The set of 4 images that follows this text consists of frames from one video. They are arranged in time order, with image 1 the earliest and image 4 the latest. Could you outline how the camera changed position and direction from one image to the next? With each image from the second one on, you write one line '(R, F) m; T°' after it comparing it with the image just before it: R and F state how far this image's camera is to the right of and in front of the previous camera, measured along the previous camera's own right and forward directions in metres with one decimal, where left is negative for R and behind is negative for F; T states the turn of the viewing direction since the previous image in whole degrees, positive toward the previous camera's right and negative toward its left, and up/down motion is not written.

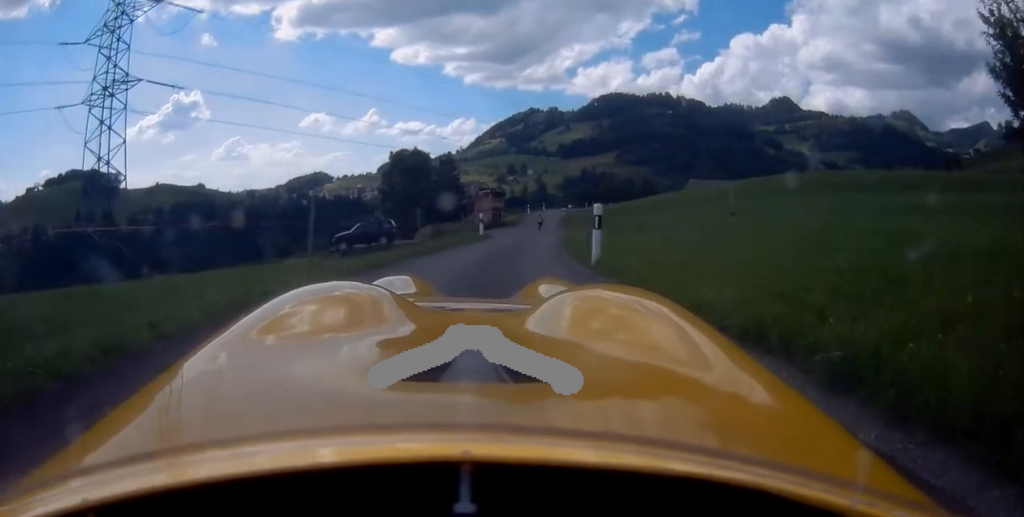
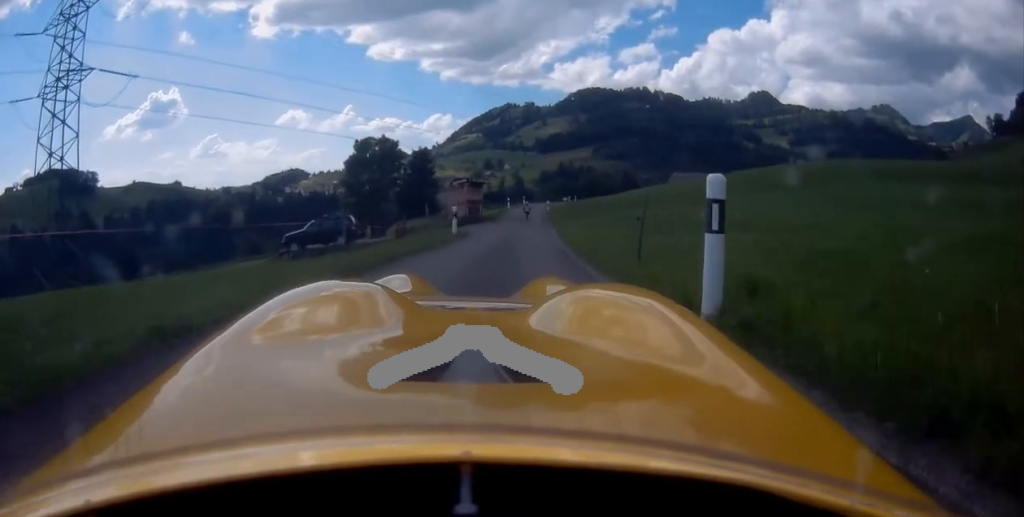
(+0.1, +6.0) m; +2°
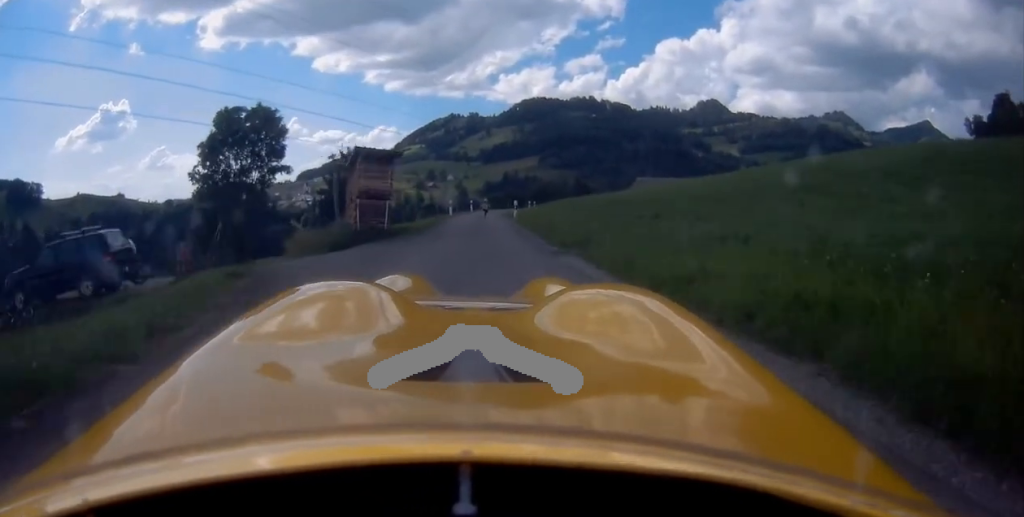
(+1.0, +19.4) m; +6°
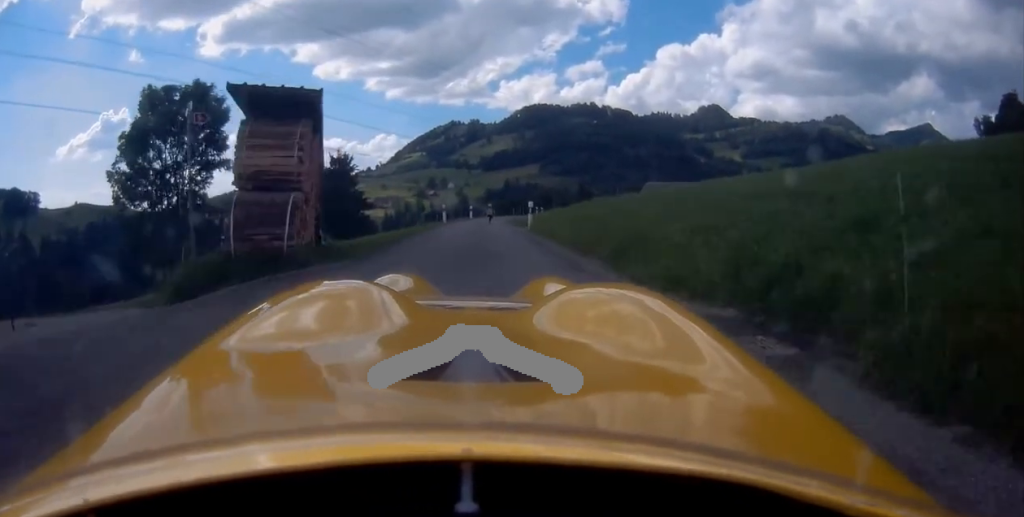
(+0.2, +8.5) m; +3°
